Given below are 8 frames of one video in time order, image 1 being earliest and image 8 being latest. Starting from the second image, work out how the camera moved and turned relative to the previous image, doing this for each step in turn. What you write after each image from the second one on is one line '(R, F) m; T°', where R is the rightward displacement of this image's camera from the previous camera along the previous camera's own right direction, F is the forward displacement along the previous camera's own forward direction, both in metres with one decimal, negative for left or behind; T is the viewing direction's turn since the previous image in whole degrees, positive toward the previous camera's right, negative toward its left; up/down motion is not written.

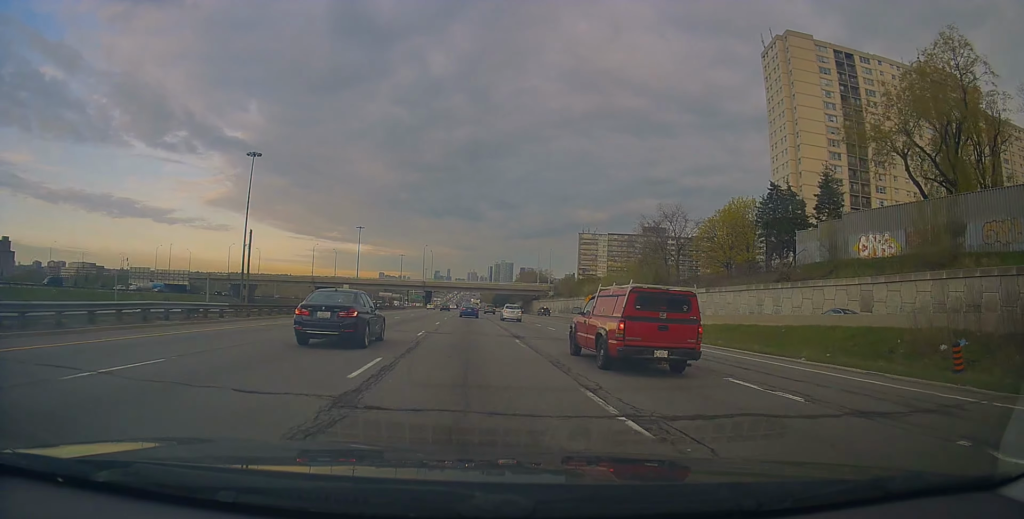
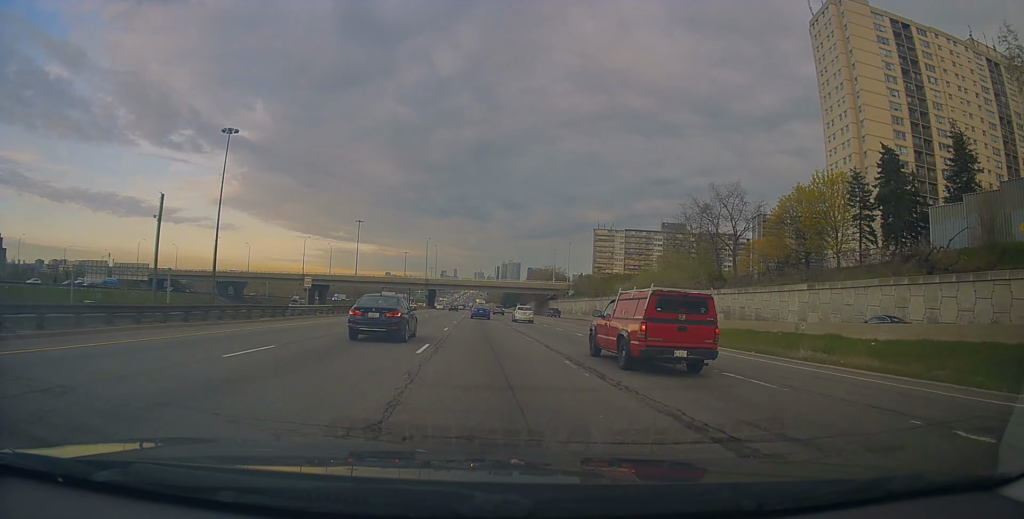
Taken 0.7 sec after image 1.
(-0.5, +18.7) m; -1°
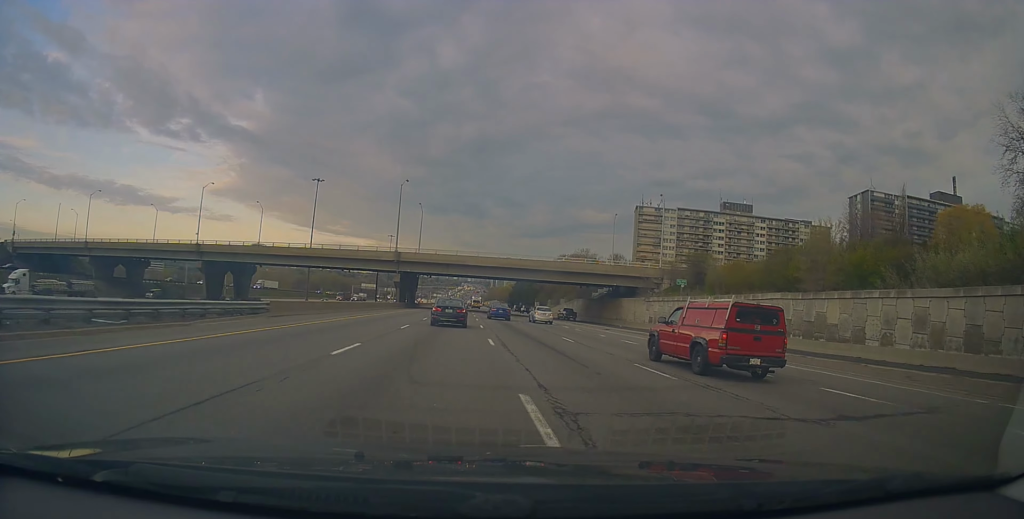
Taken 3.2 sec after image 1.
(-2.3, +68.9) m; -2°
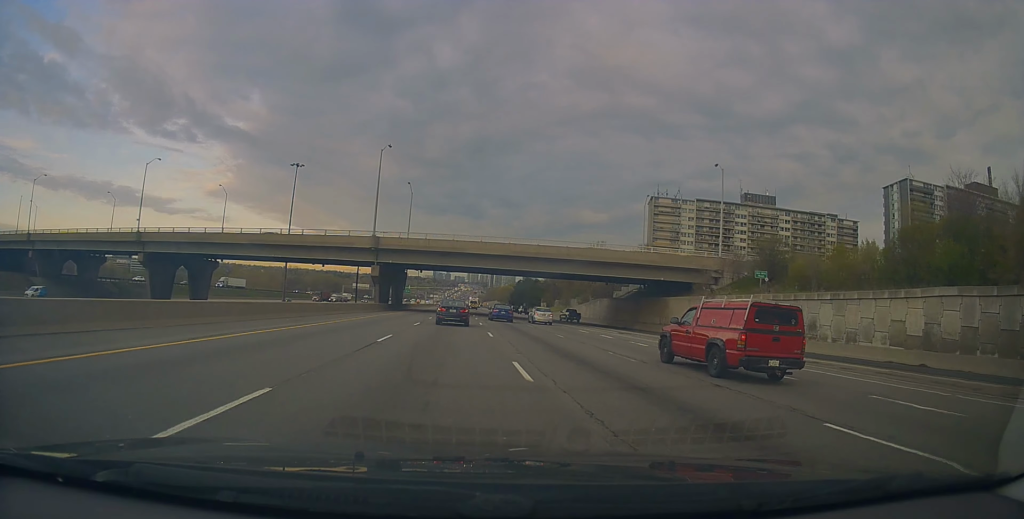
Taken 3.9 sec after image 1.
(+0.4, +19.1) m; +1°
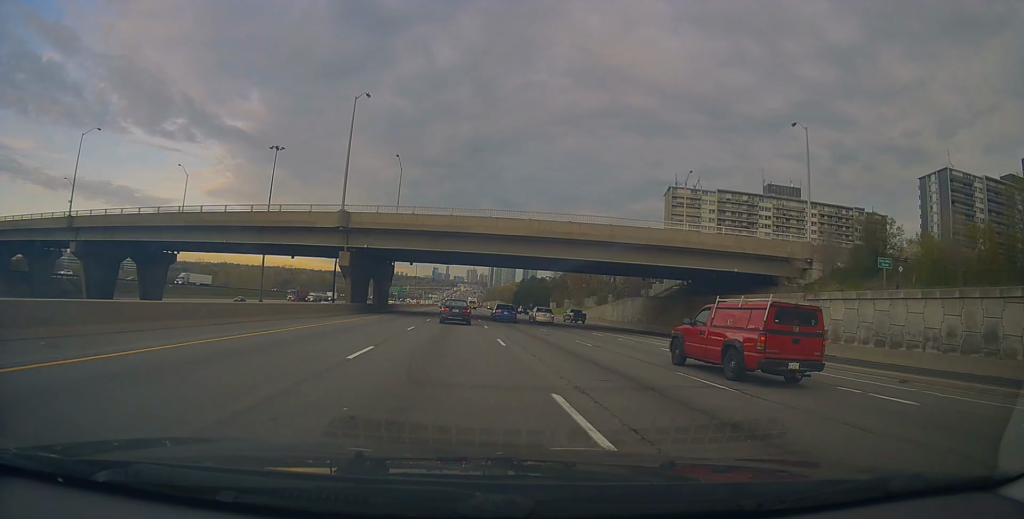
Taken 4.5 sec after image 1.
(+0.1, +17.5) m; +1°
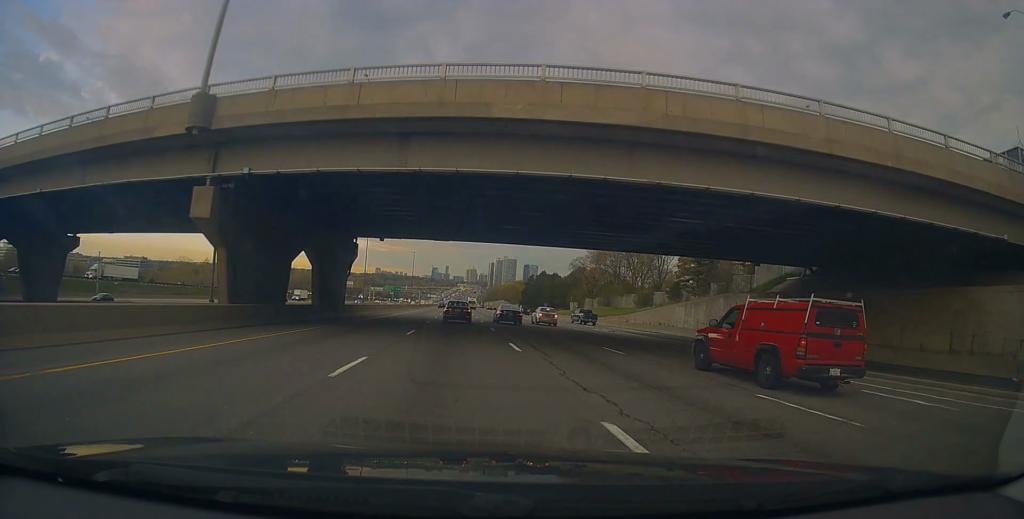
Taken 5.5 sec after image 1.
(+0.2, +26.7) m; +1°
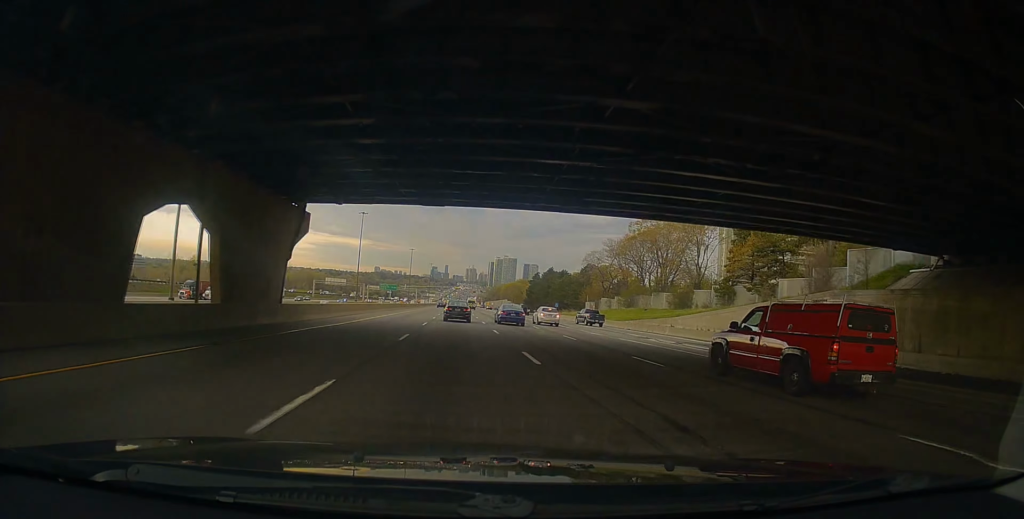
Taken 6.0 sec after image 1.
(+0.3, +15.4) m; 0°
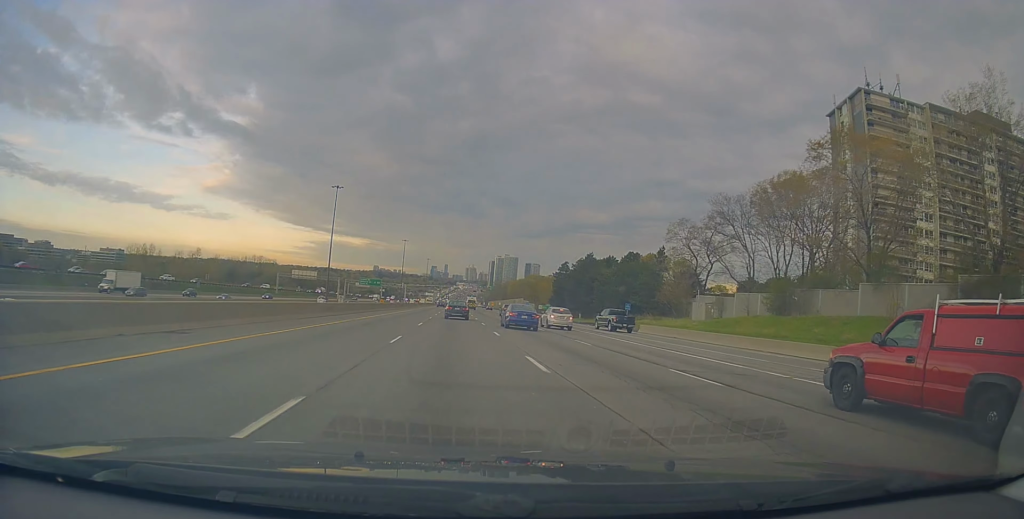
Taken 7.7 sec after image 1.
(-0.7, +49.7) m; -1°
